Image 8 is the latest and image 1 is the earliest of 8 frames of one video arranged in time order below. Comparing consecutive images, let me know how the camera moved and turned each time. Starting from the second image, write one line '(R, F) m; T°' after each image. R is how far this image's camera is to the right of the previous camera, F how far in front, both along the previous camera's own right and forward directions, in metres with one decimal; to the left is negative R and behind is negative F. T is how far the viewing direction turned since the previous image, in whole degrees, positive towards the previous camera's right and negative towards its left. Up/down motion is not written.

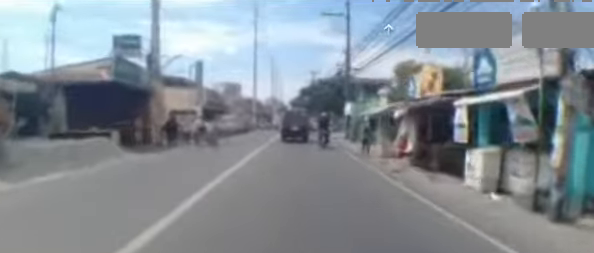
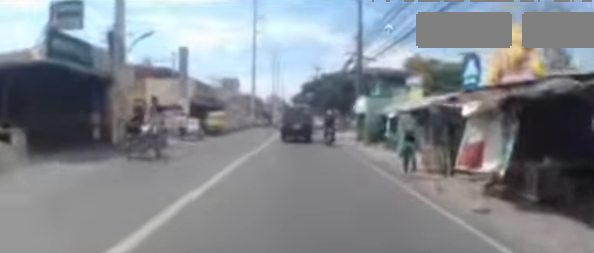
(0.0, +3.9) m; 0°
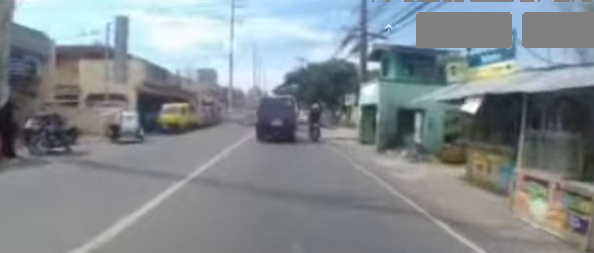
(-0.1, +5.2) m; -4°
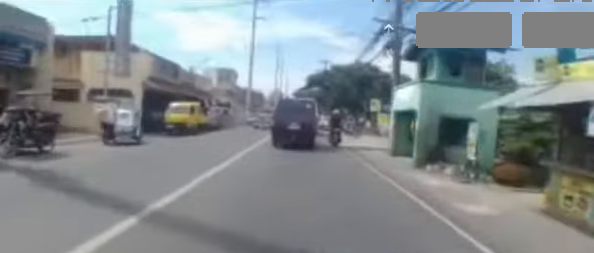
(0.0, +1.8) m; -1°
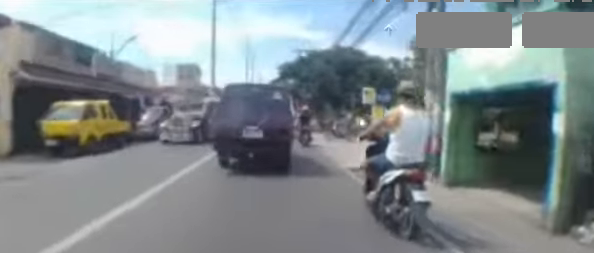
(+0.3, +5.5) m; +5°
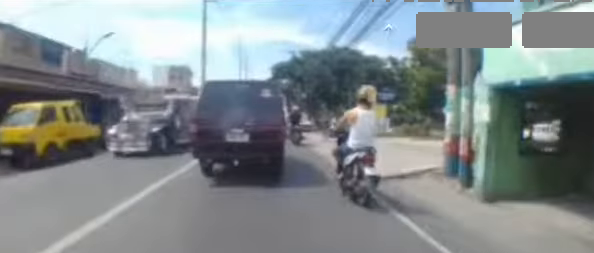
(-0.1, +1.3) m; 0°
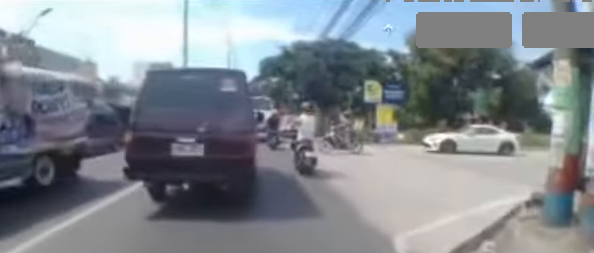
(0.0, +2.8) m; -2°
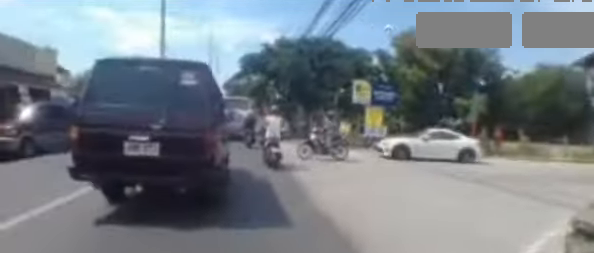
(+0.1, +1.3) m; -1°
